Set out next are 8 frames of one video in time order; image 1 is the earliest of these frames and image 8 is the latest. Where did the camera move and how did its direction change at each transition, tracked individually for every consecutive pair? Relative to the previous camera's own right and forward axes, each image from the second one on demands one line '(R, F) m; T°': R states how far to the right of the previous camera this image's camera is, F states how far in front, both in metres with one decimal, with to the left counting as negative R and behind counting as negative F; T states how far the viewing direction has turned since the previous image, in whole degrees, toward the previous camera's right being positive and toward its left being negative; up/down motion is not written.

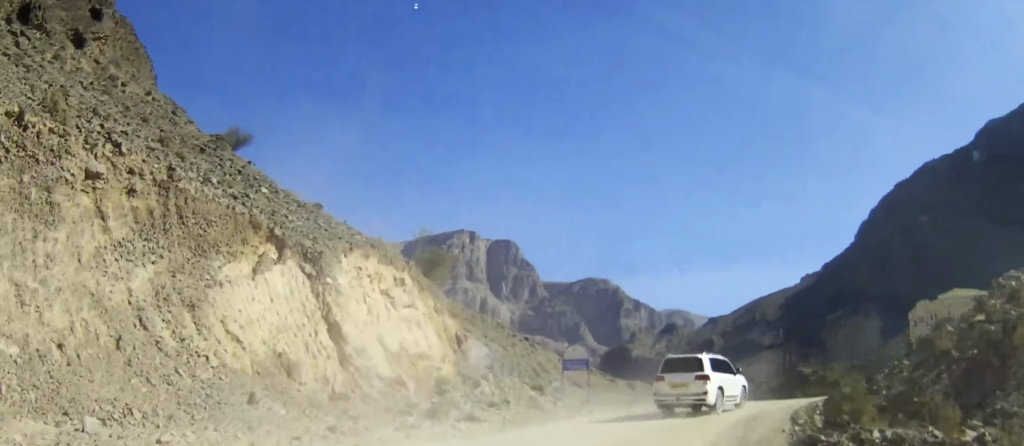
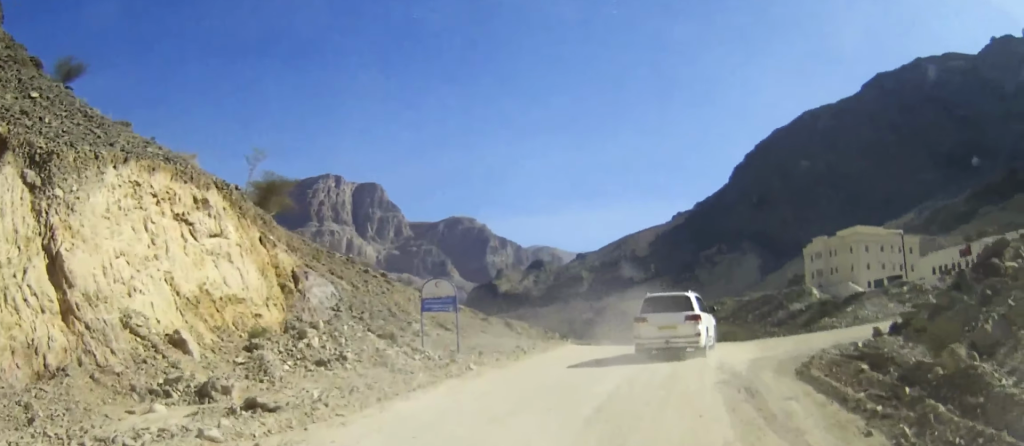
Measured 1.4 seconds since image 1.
(+1.0, +8.4) m; +12°
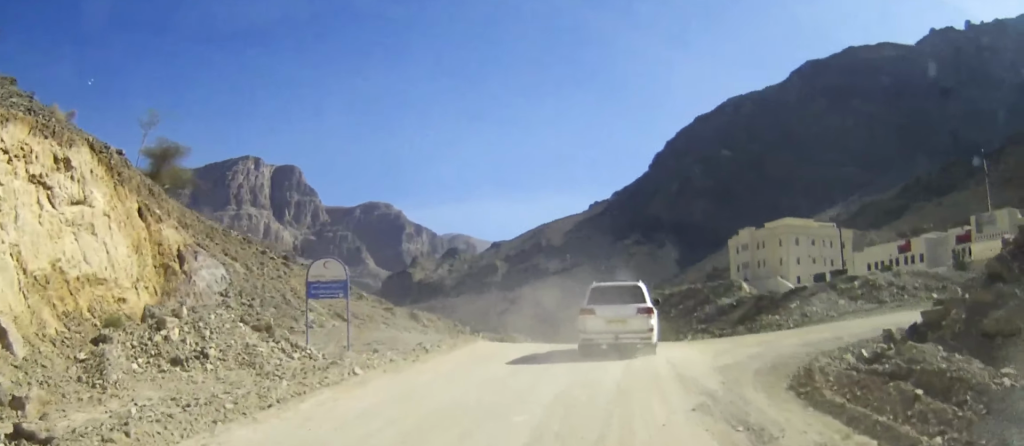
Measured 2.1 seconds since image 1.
(+0.2, +3.9) m; +5°
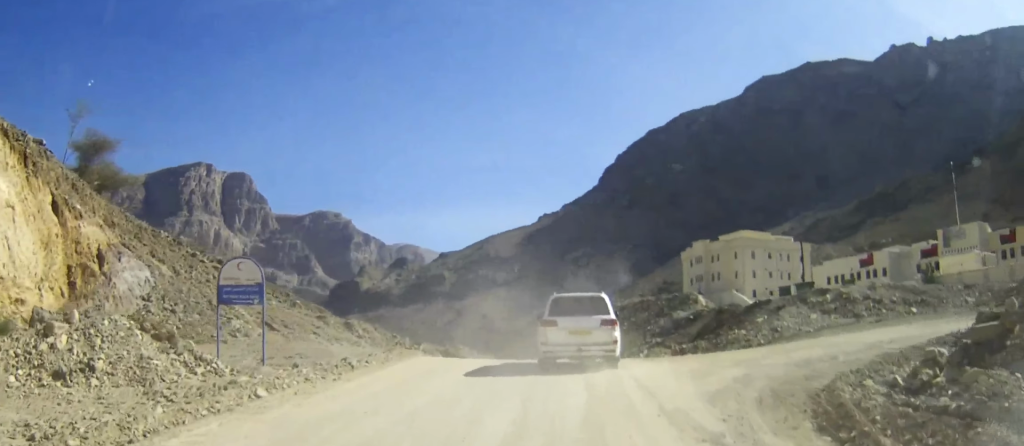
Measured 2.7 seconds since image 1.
(+0.1, +3.2) m; +4°
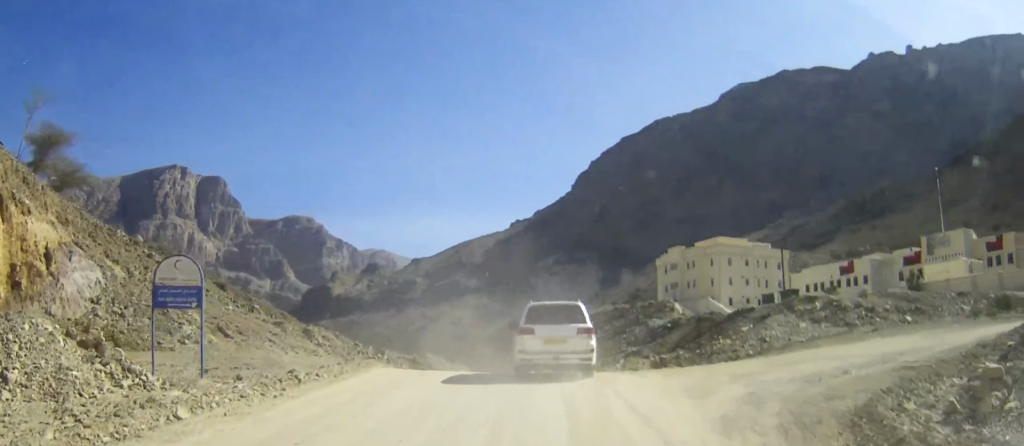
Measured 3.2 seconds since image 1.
(+0.1, +2.1) m; +2°
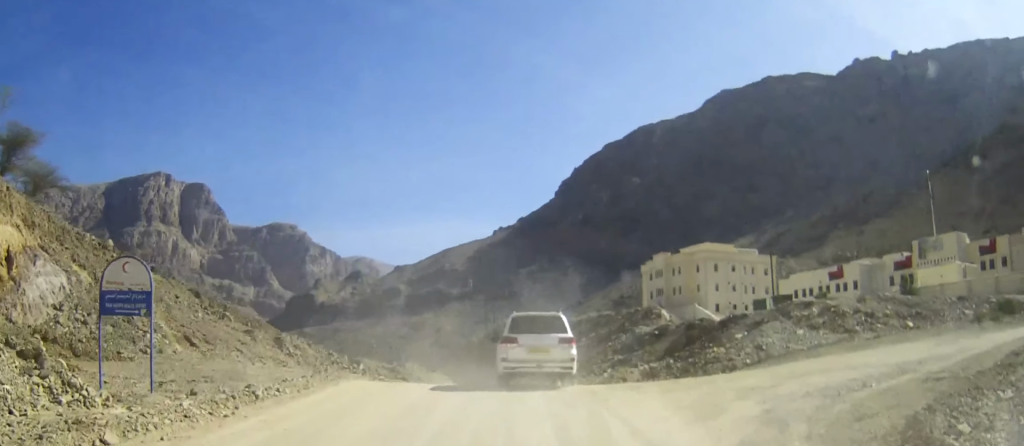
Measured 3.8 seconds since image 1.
(0.0, +2.2) m; +2°
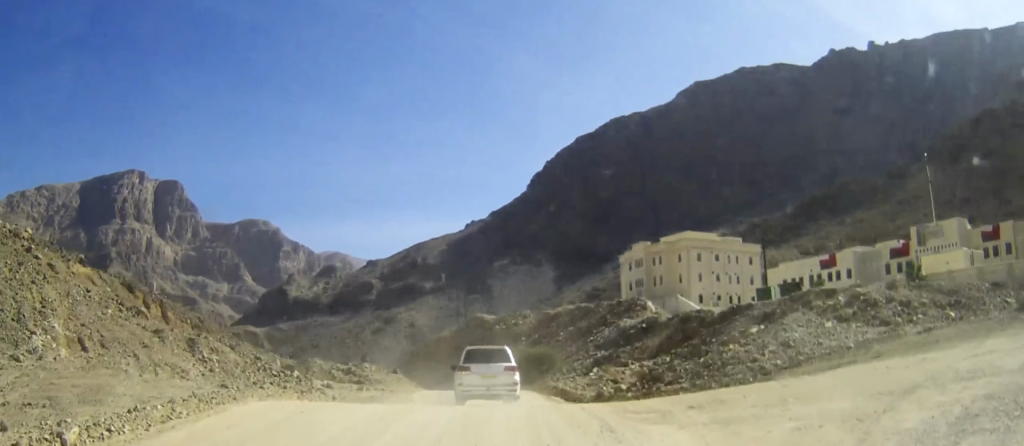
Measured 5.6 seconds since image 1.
(+0.2, +5.6) m; +3°
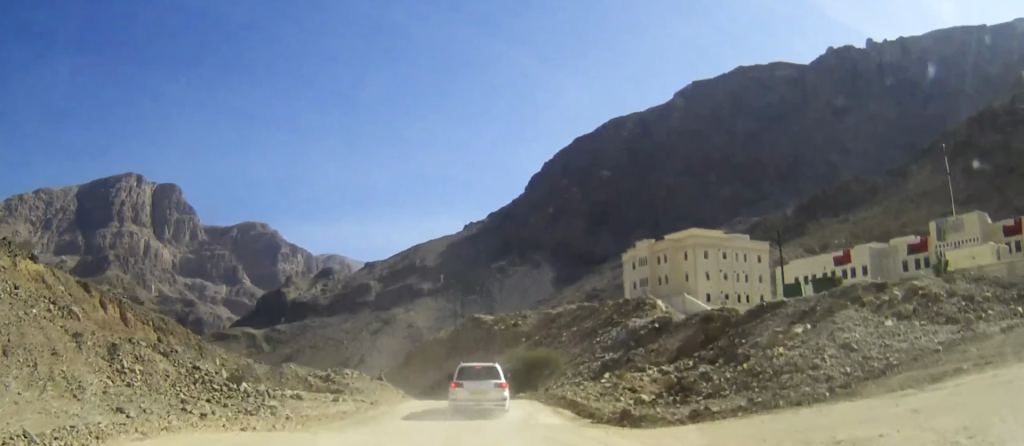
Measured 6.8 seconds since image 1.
(+0.1, +4.7) m; 0°
